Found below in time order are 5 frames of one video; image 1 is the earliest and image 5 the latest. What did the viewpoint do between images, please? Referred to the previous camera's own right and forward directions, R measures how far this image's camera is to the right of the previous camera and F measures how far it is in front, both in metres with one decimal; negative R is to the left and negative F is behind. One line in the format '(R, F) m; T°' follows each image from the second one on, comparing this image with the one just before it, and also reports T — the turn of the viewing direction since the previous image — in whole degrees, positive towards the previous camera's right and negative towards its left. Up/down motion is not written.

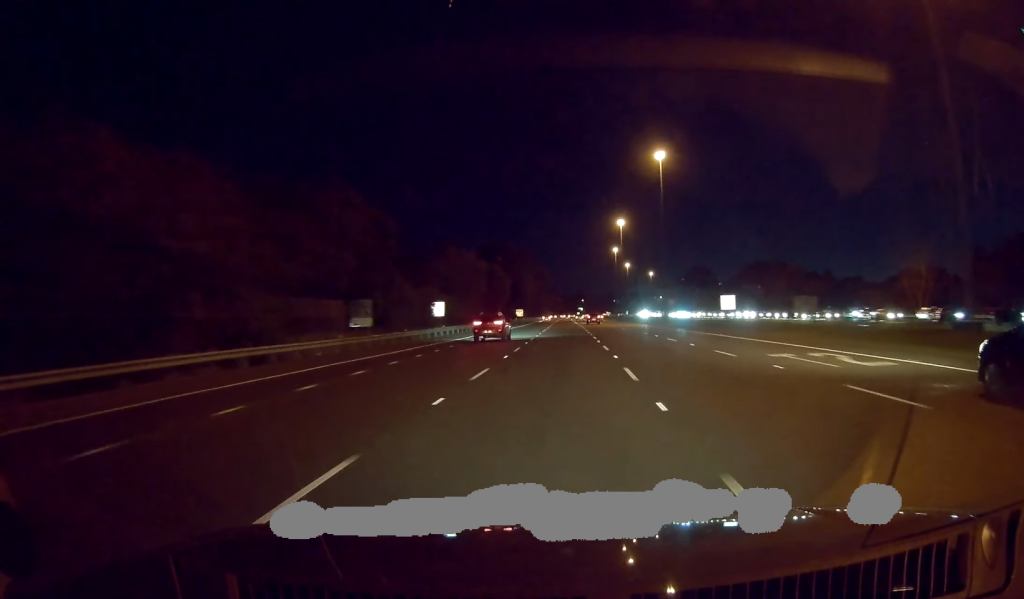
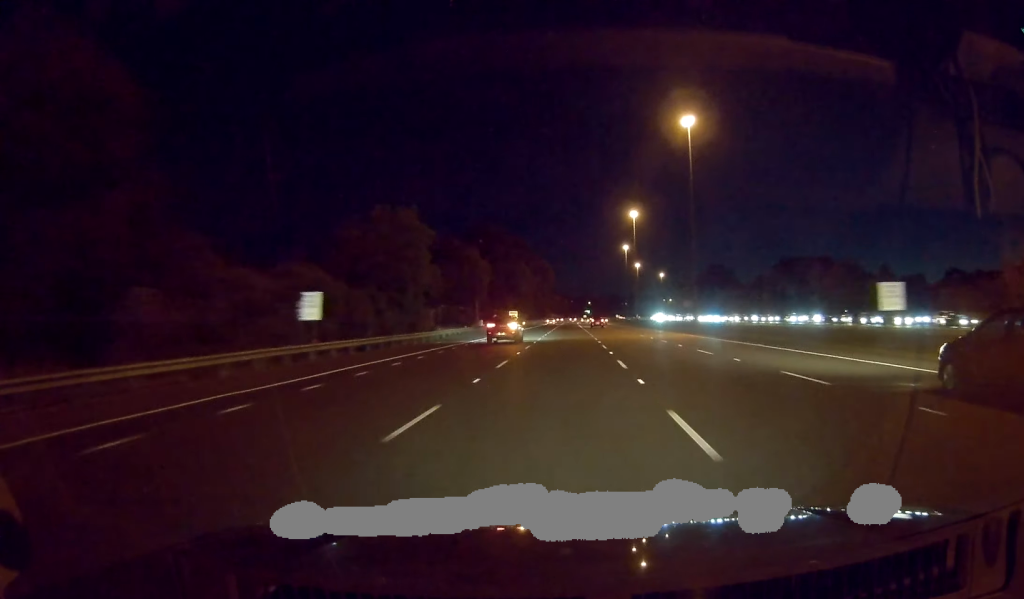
(-0.2, +30.9) m; -1°
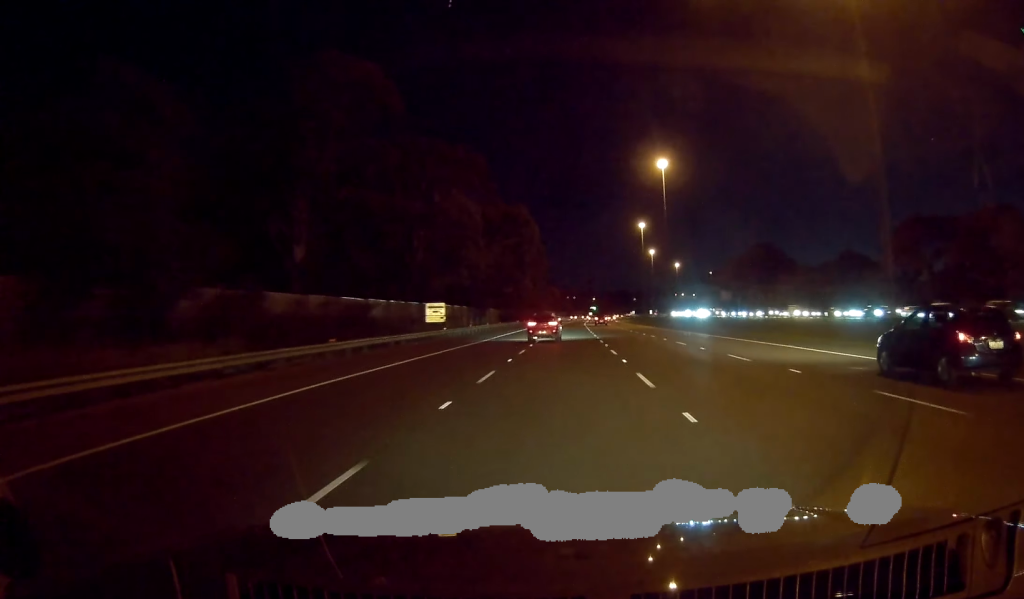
(-0.5, +75.4) m; 0°
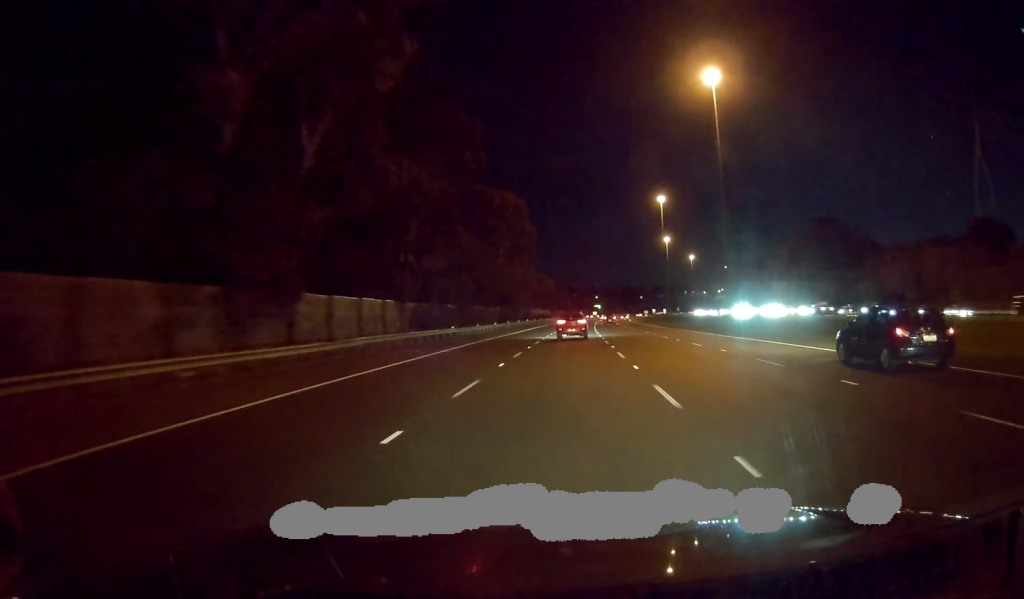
(0.0, +61.8) m; 0°
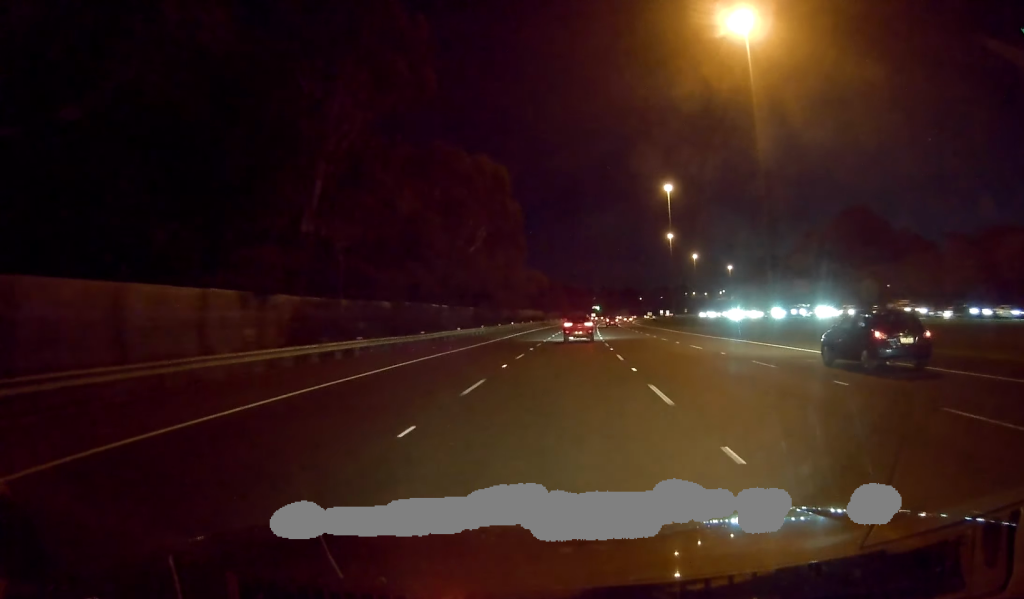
(0.0, +22.7) m; 0°
